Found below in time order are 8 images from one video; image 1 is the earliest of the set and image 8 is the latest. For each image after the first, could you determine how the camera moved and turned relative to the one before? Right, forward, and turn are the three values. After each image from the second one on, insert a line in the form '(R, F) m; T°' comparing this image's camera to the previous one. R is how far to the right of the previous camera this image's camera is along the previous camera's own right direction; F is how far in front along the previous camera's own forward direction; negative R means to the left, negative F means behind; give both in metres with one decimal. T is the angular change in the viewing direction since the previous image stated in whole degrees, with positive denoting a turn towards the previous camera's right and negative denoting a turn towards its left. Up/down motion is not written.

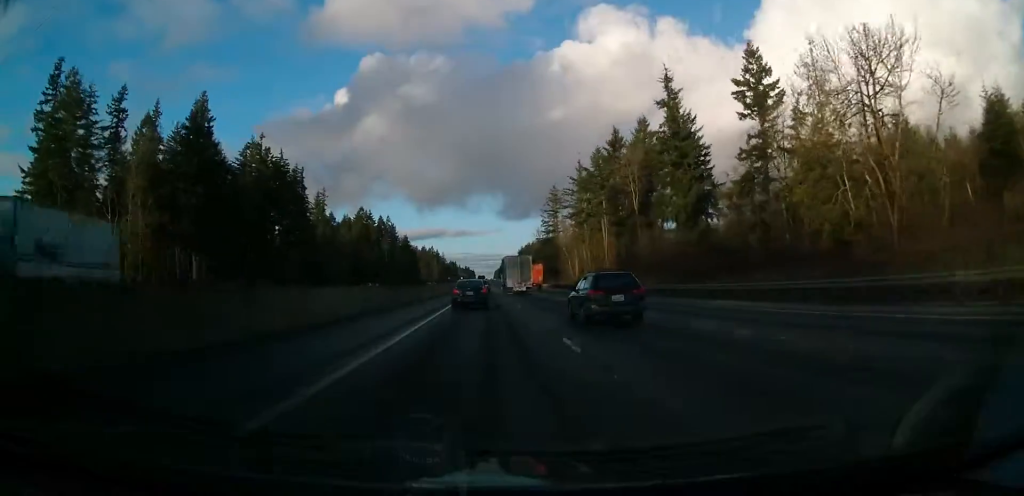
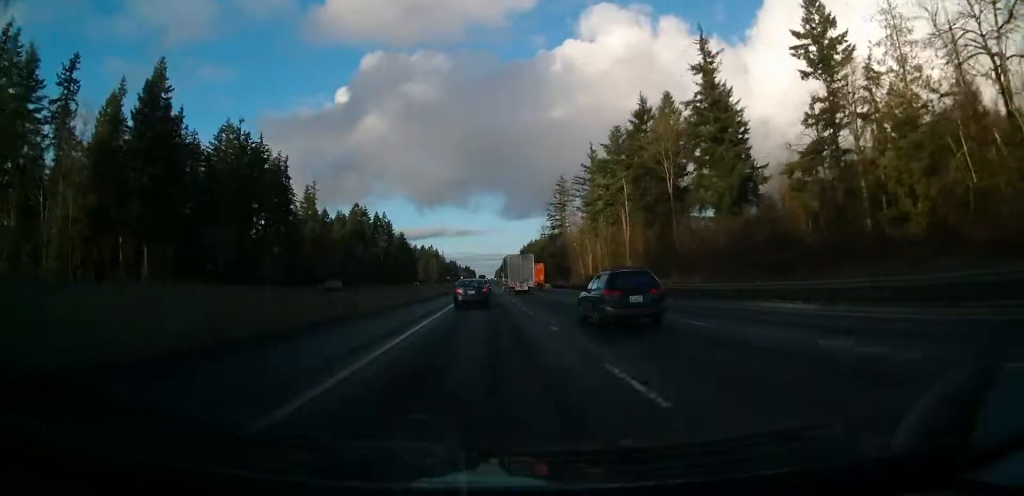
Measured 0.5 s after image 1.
(0.0, +16.9) m; 0°
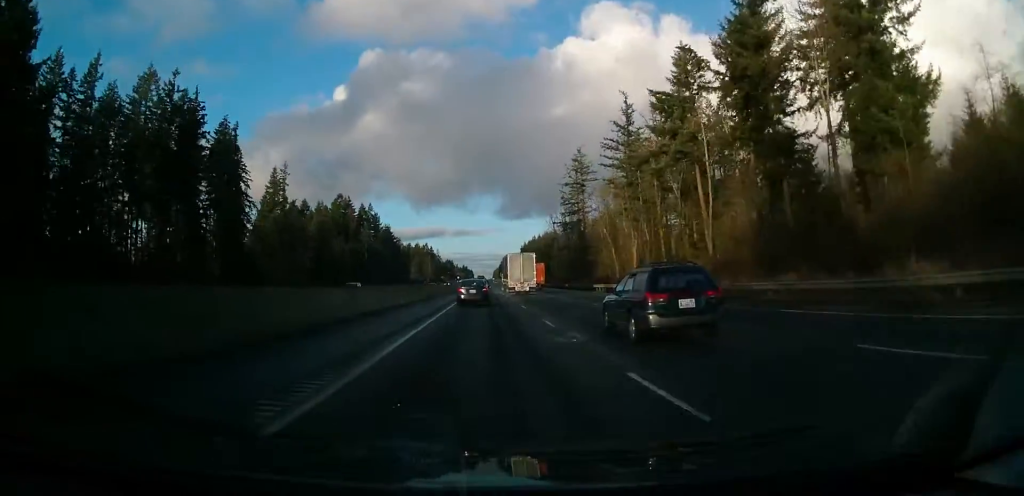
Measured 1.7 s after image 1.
(+0.1, +37.2) m; 0°
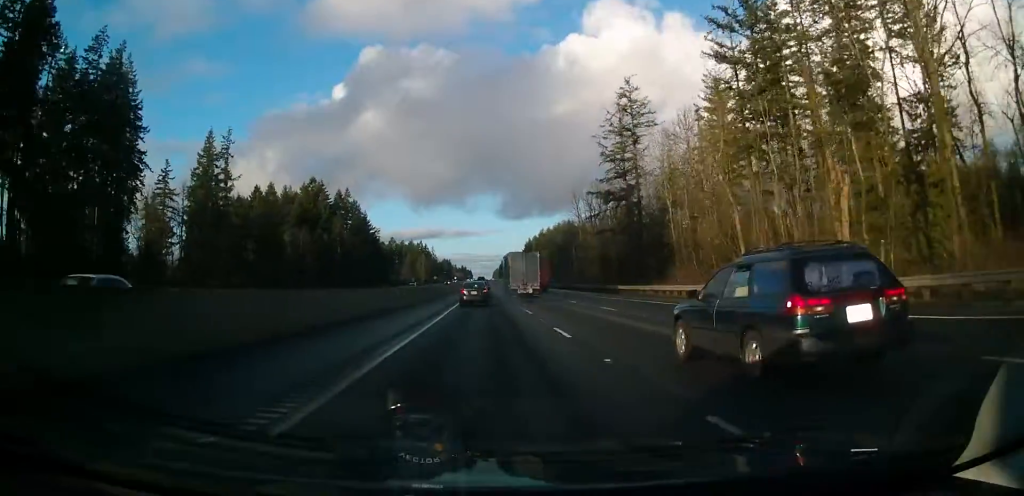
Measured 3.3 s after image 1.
(+0.2, +51.0) m; 0°
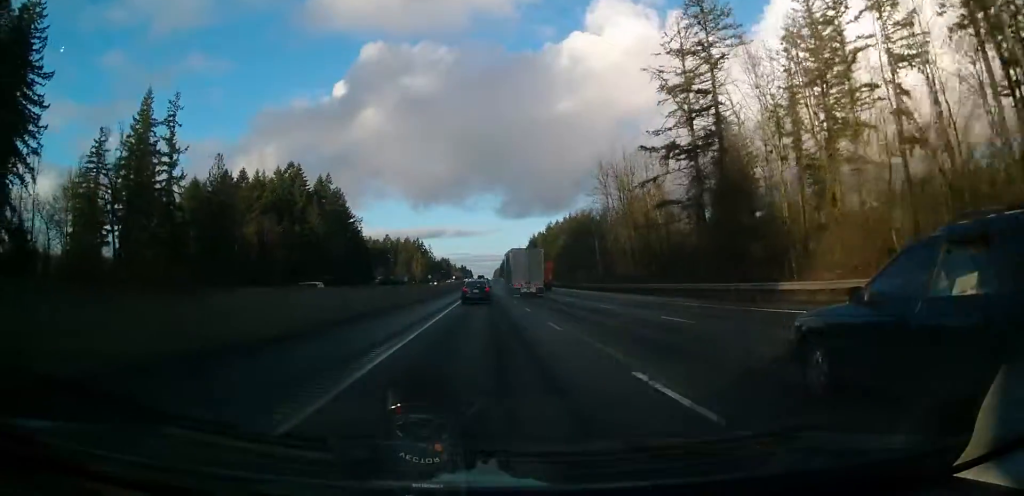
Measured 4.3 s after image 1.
(-0.1, +33.4) m; 0°
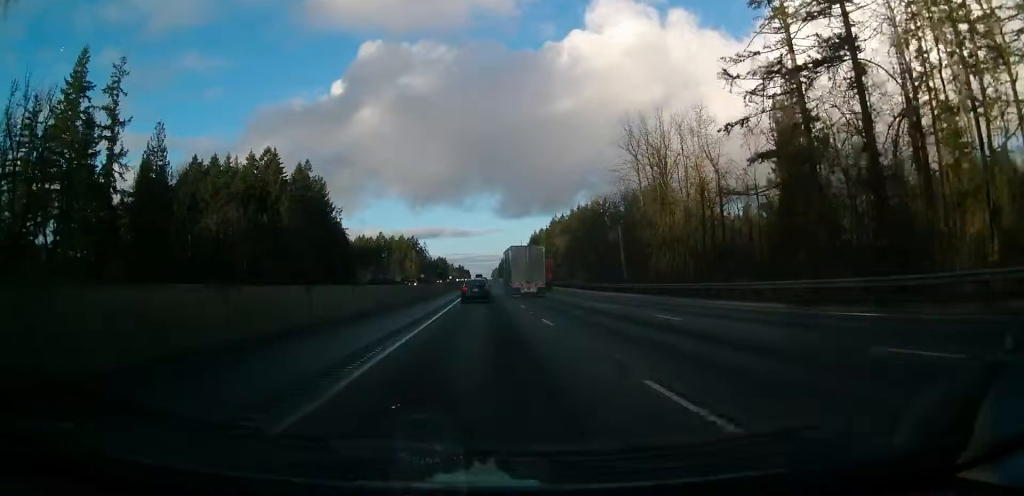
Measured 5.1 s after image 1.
(0.0, +25.1) m; 0°
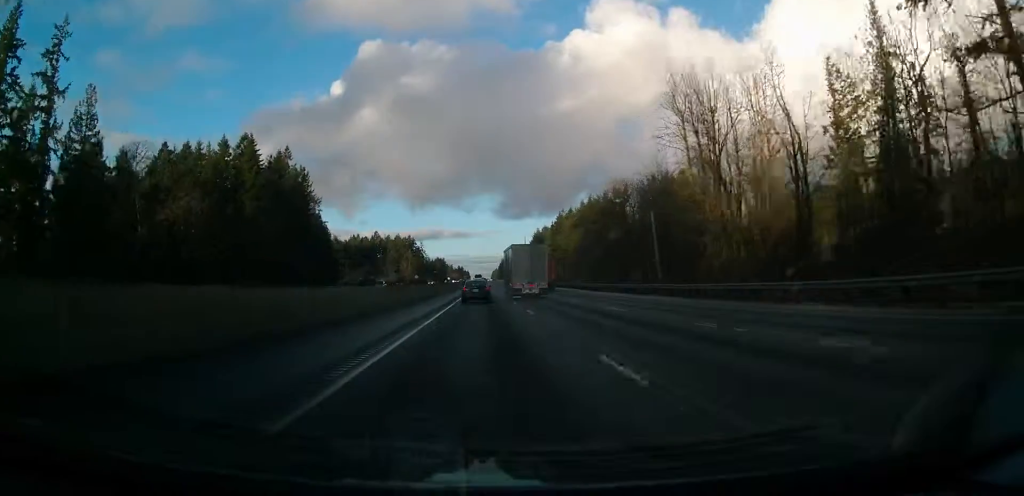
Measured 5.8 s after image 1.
(+0.1, +21.9) m; 0°
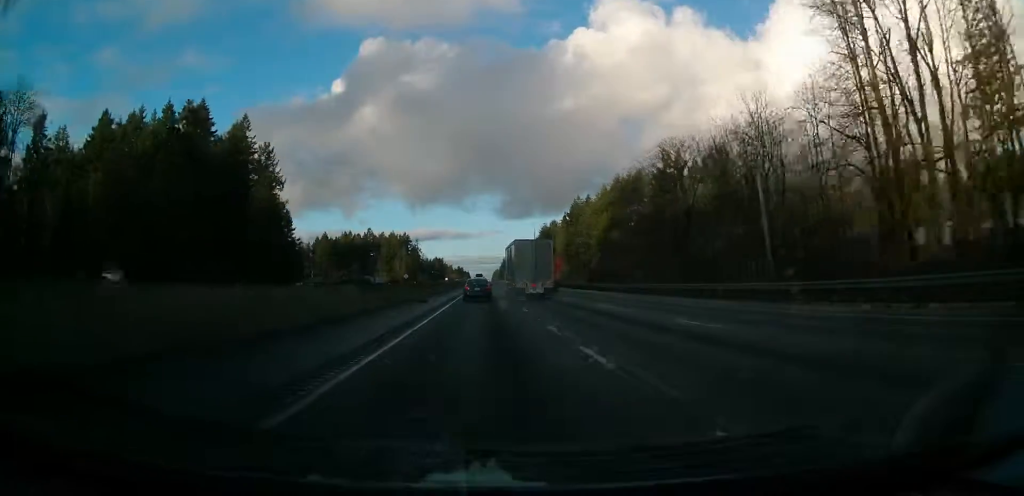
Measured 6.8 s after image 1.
(+0.3, +34.9) m; 0°
